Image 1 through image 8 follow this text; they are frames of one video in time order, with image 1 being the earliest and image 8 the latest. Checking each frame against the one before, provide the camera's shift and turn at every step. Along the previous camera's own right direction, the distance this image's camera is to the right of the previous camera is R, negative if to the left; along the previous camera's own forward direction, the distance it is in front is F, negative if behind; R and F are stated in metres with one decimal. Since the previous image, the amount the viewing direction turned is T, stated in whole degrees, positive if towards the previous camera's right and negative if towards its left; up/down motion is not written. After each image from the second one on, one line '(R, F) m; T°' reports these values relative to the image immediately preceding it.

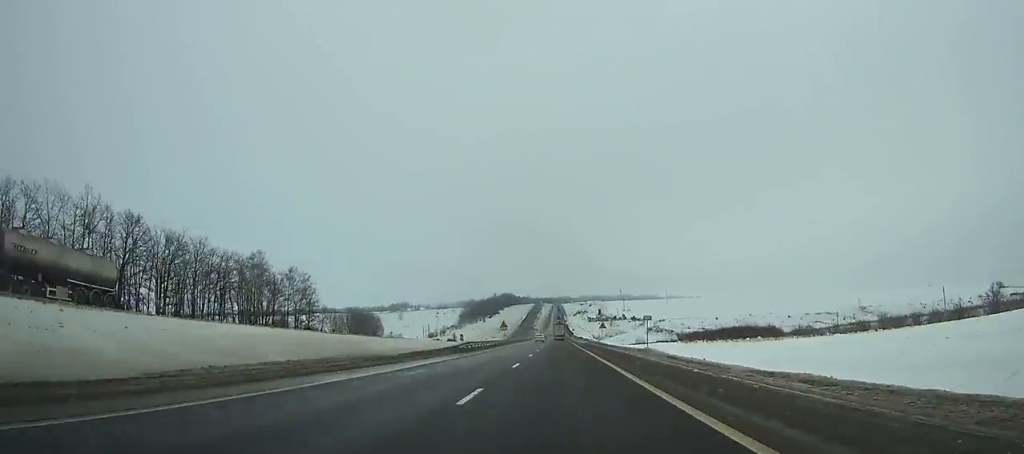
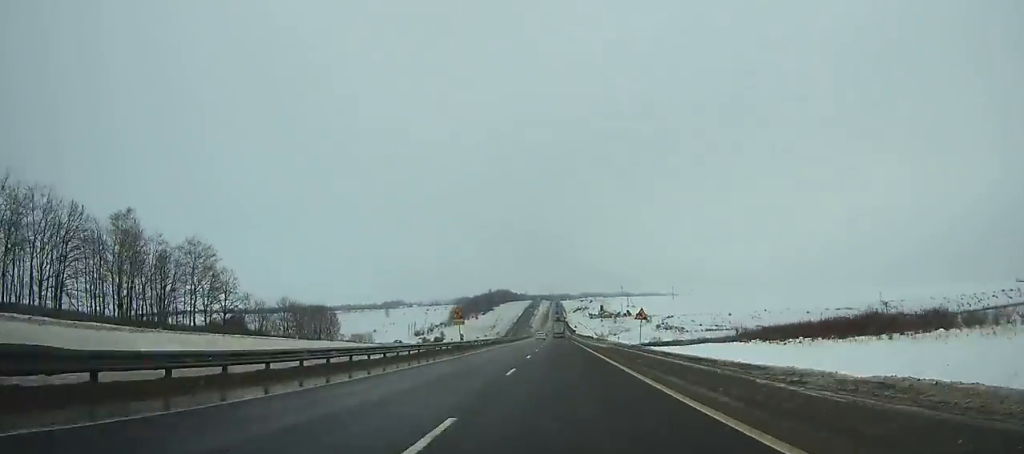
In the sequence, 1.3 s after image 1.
(-0.1, +40.5) m; 0°
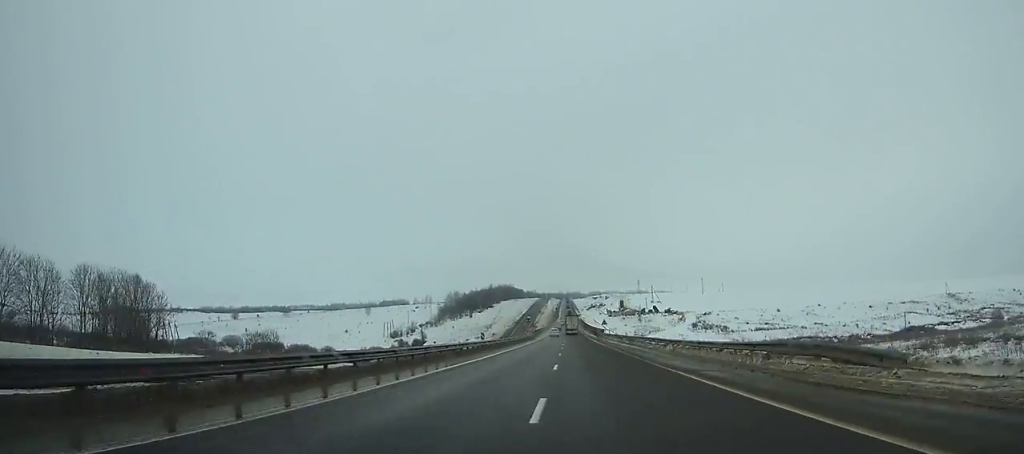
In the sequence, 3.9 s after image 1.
(-0.3, +81.3) m; 0°
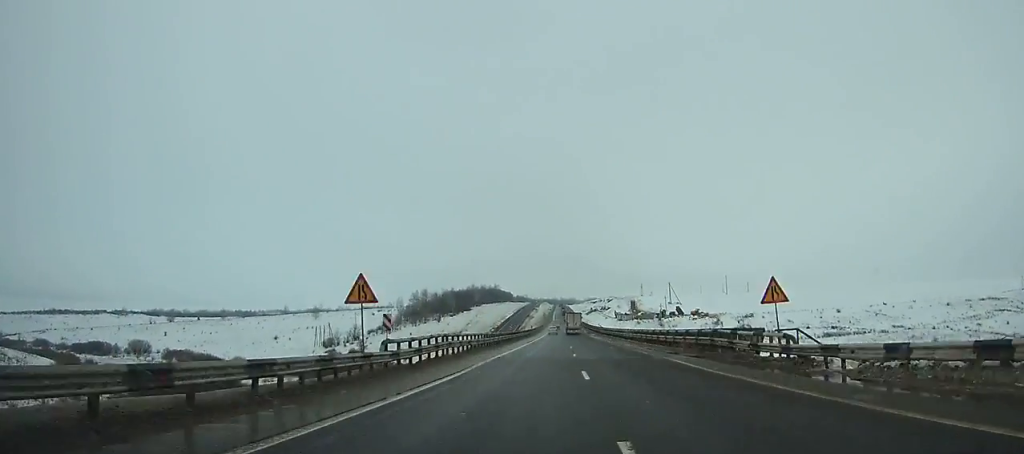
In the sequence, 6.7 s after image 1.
(0.0, +88.0) m; 0°
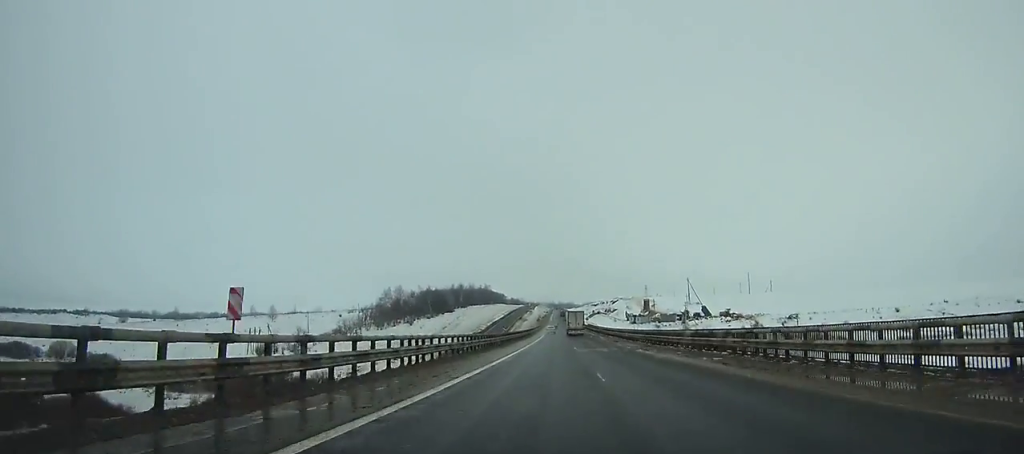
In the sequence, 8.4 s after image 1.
(+0.4, +53.7) m; 0°
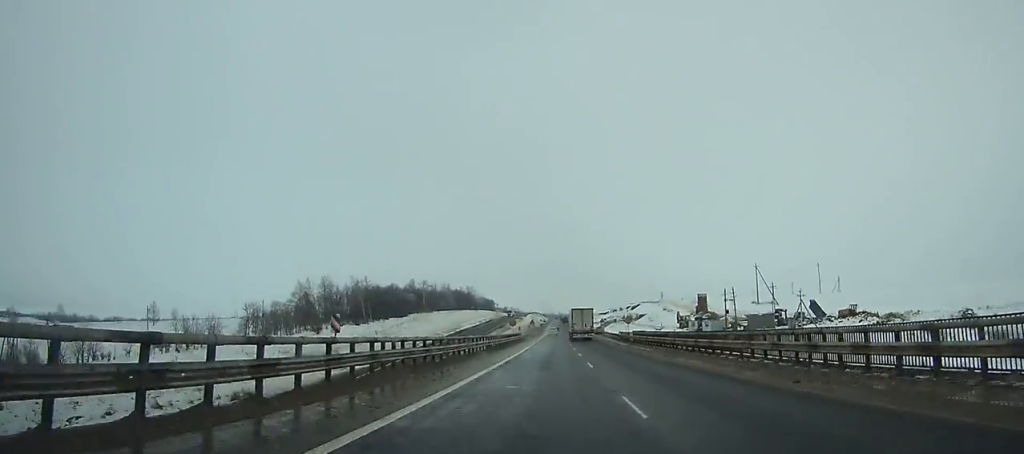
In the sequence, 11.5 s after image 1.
(-0.1, +98.2) m; 0°
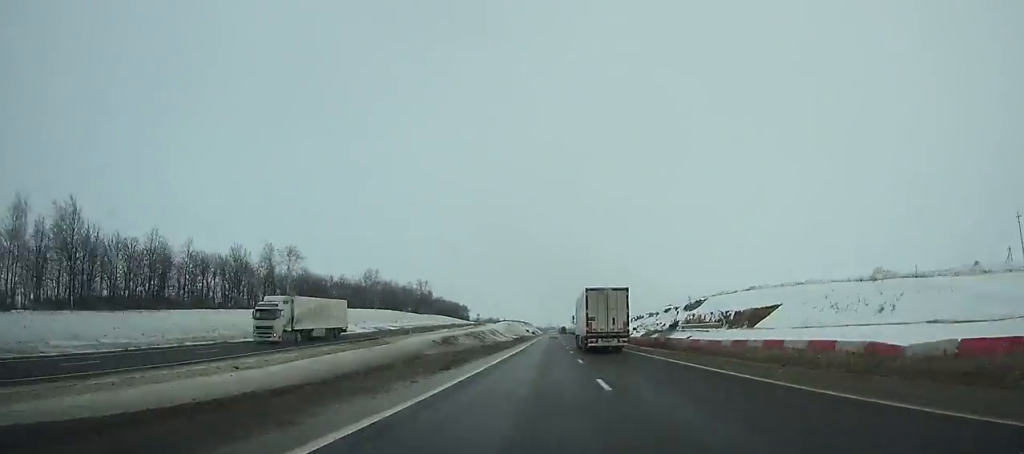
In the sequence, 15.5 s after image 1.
(0.0, +126.0) m; 0°
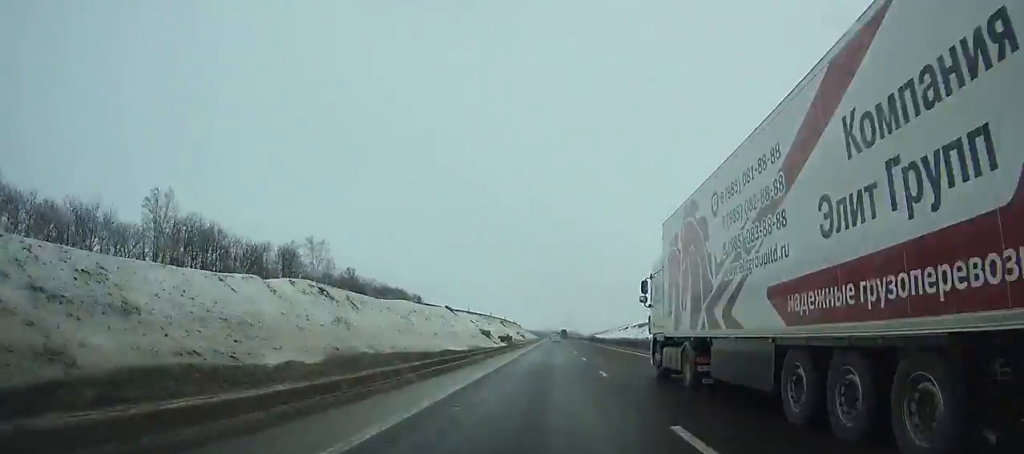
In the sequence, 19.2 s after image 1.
(+0.1, +115.1) m; 0°
